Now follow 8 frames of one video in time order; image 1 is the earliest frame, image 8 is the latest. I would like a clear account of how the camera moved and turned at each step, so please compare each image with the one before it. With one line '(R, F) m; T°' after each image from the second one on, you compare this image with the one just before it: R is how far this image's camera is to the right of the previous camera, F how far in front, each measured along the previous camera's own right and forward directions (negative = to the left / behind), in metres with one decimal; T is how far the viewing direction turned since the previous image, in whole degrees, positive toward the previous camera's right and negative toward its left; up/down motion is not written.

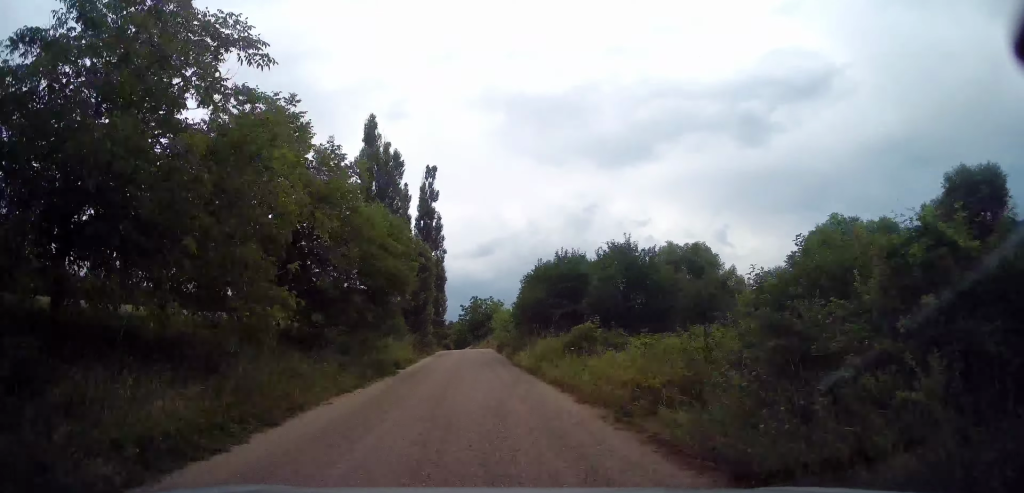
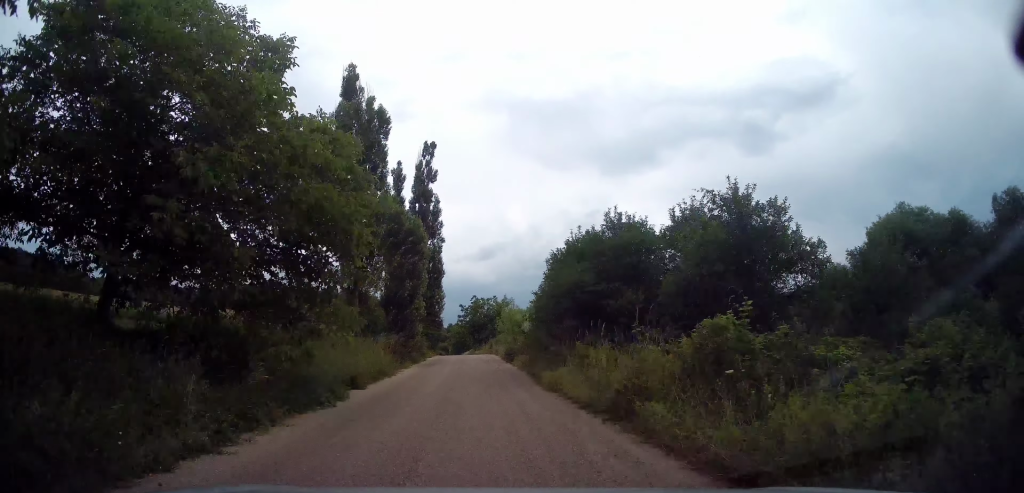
(+0.2, +7.8) m; +1°
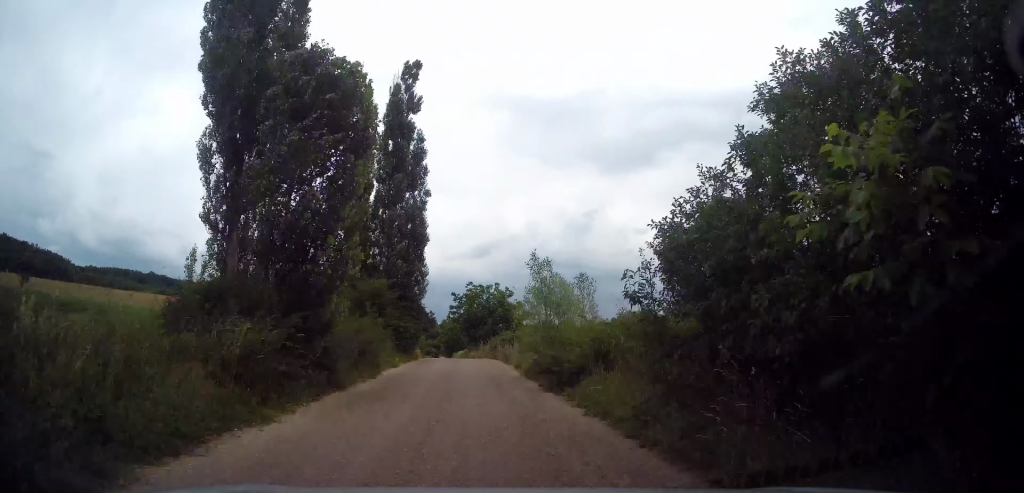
(0.0, +14.8) m; 0°
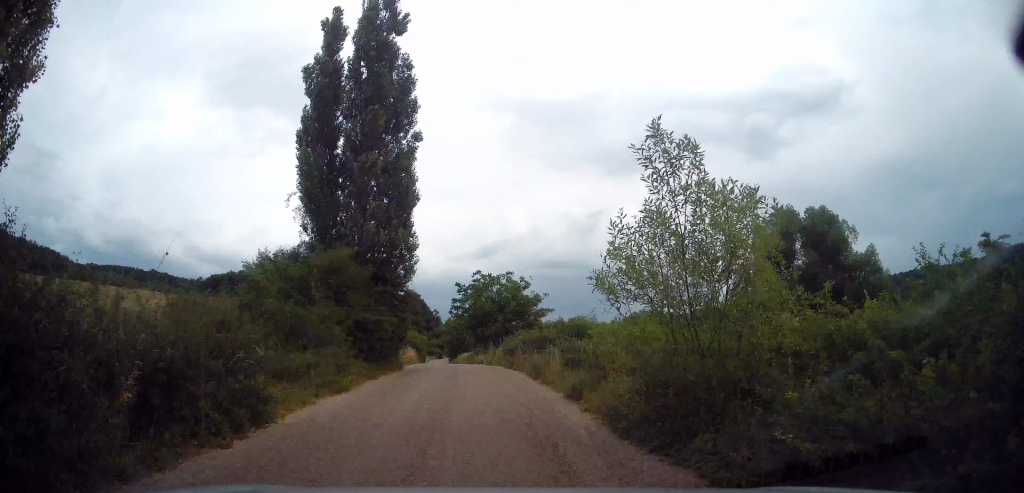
(0.0, +9.8) m; -1°
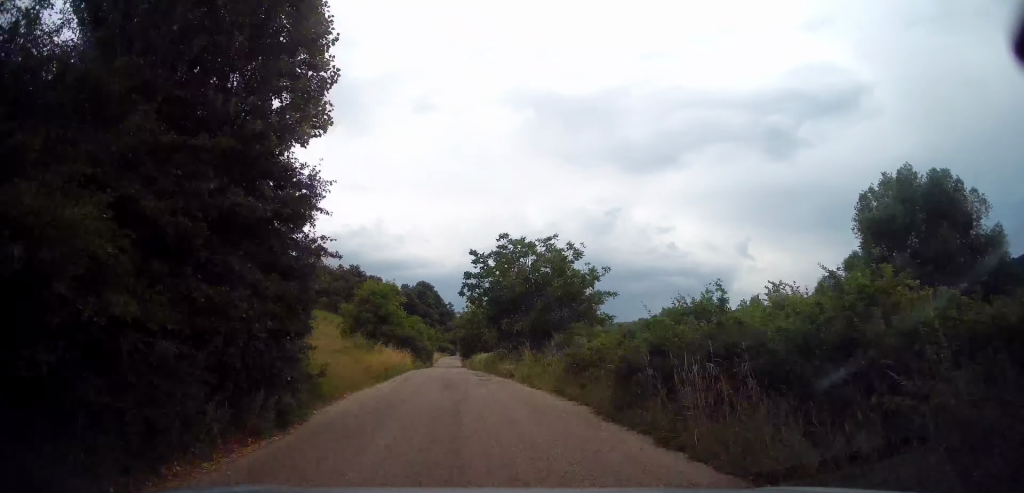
(-0.1, +15.7) m; -2°
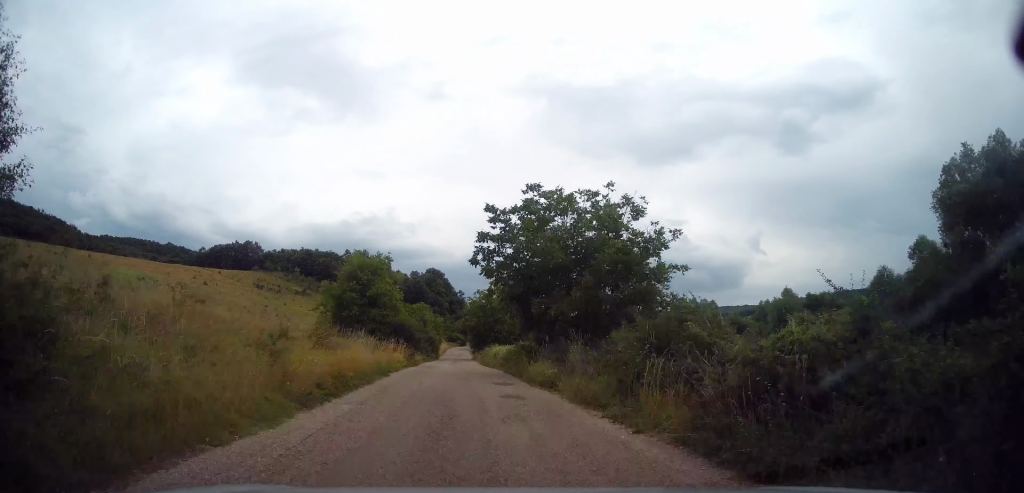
(-0.2, +8.6) m; -1°
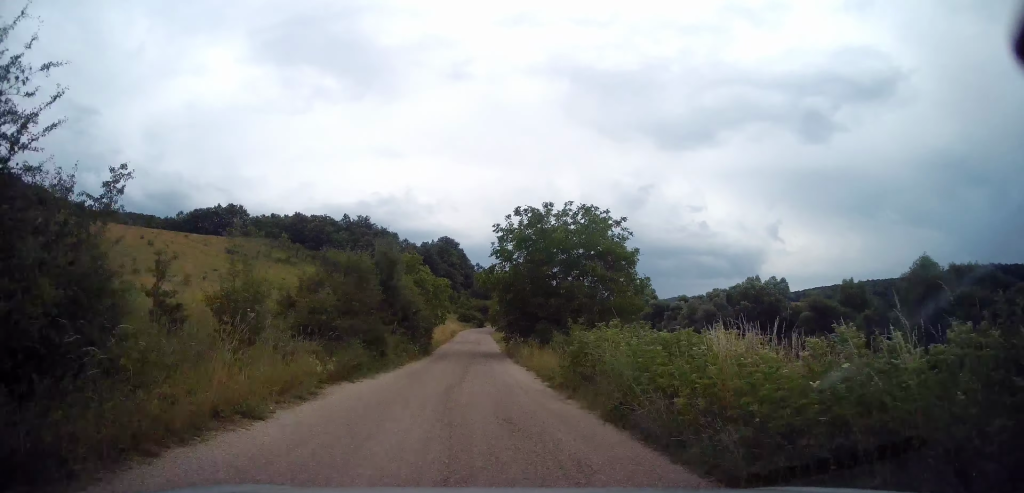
(-0.5, +30.1) m; -1°
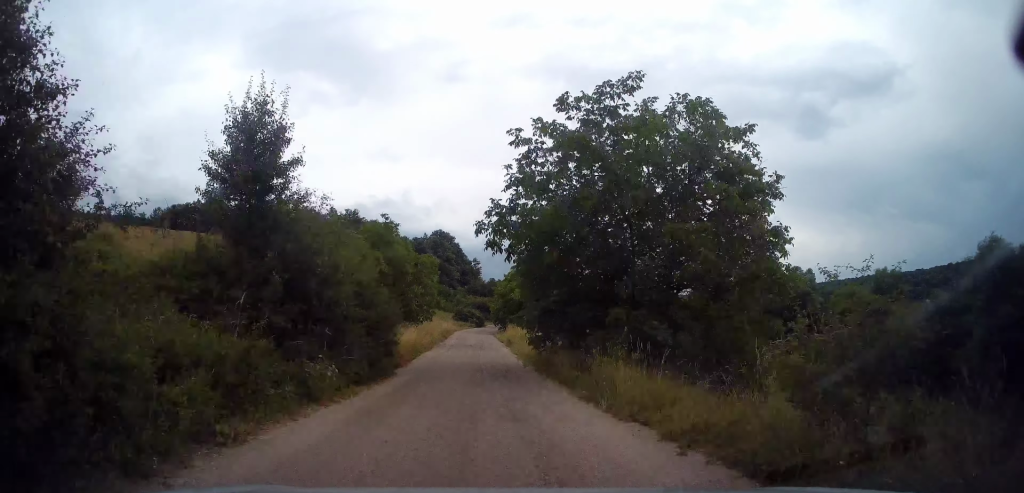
(0.0, +10.9) m; 0°
